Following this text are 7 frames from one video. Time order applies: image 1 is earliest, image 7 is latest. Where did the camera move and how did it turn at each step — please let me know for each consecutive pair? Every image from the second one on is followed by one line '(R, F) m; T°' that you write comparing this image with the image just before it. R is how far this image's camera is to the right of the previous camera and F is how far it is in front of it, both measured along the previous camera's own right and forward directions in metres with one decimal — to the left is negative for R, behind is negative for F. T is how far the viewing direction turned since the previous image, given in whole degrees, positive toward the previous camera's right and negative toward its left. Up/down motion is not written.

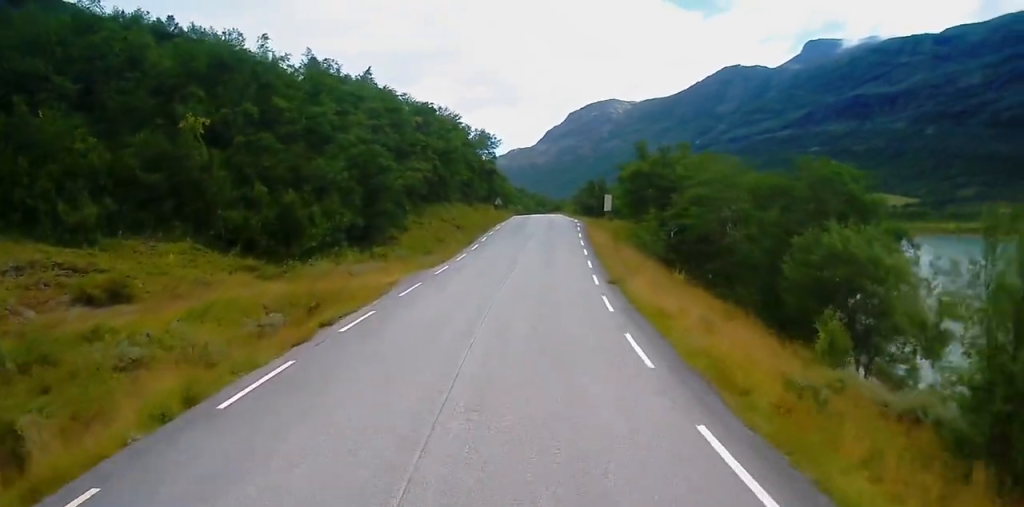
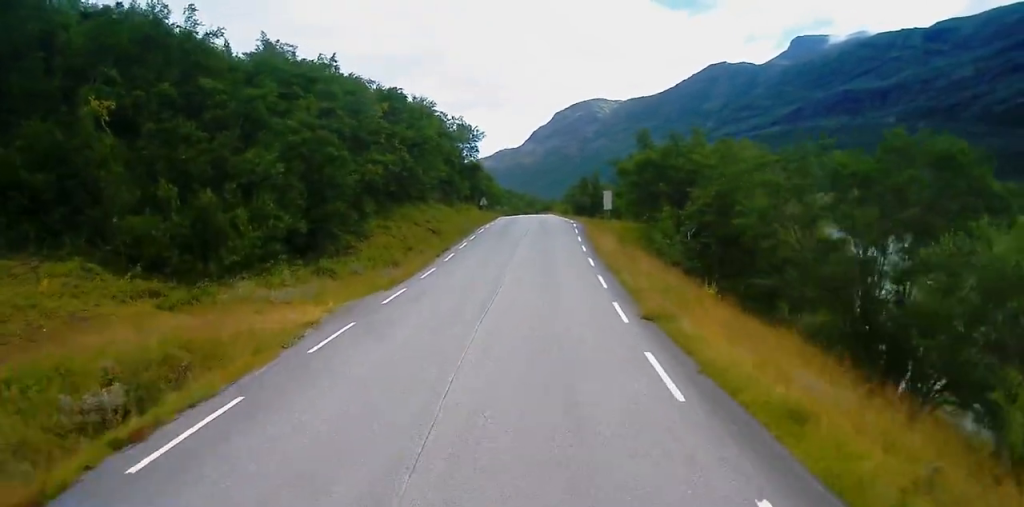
(-0.1, +8.3) m; +1°
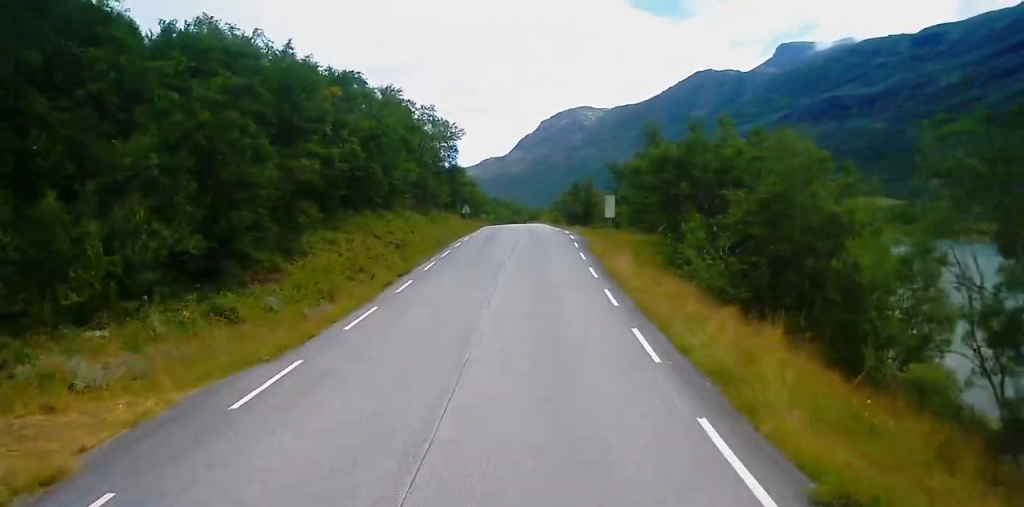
(+0.3, +9.5) m; +1°
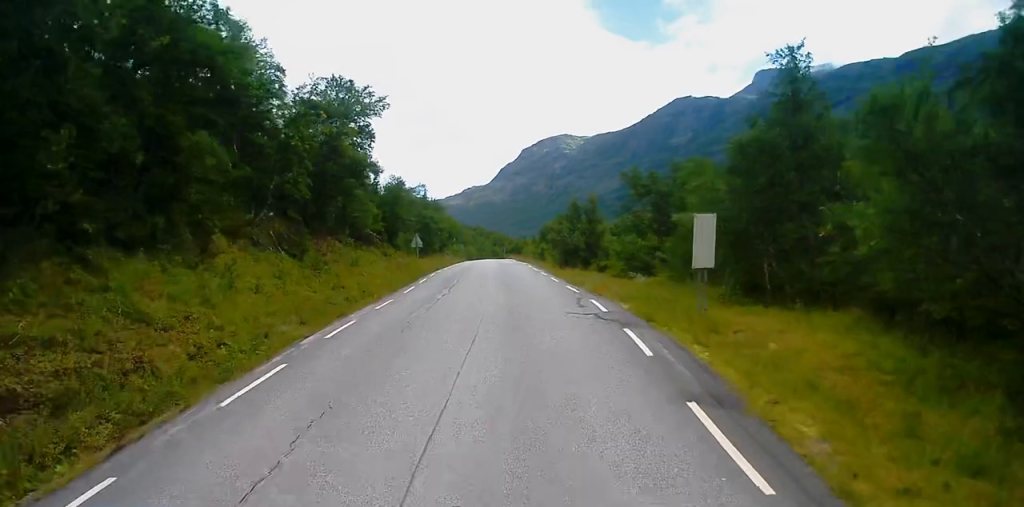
(+0.6, +29.2) m; 0°
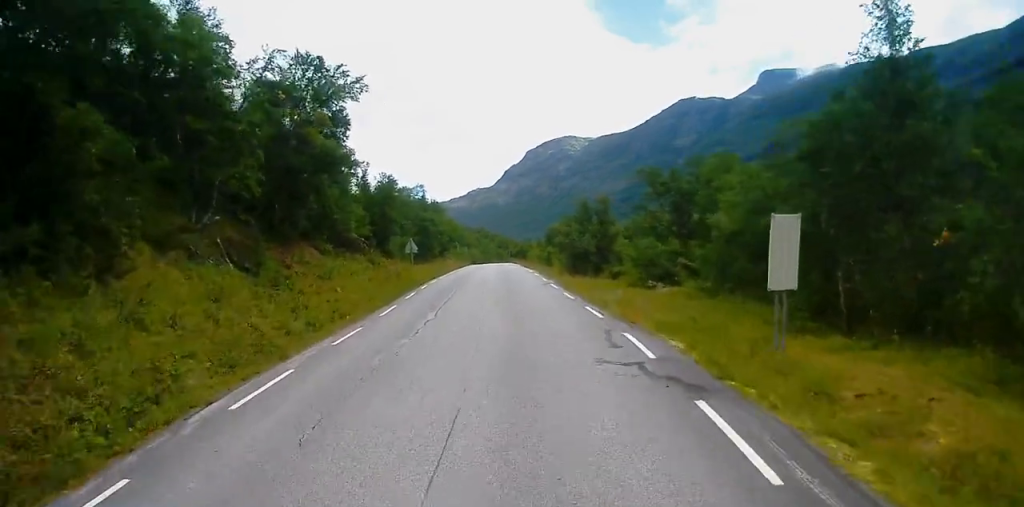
(-0.1, +5.8) m; -1°
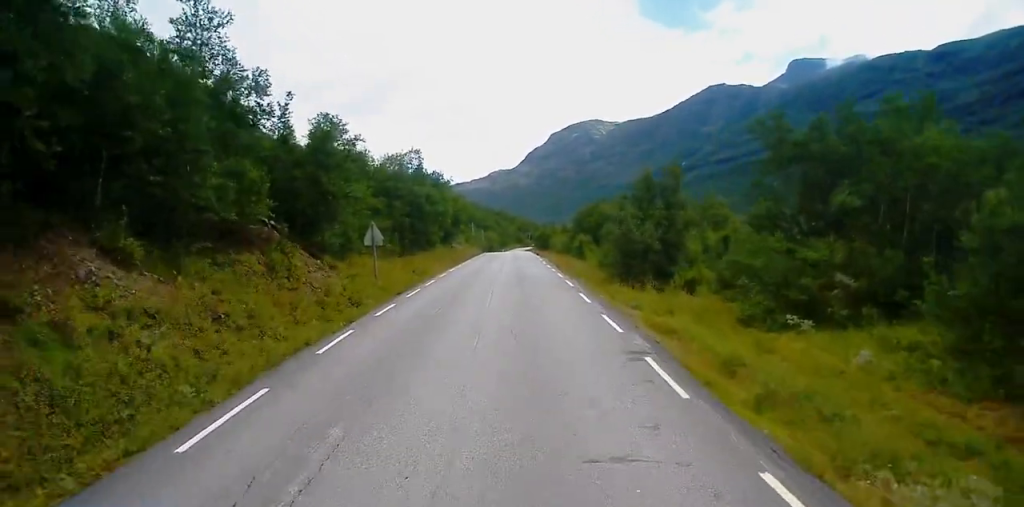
(-0.6, +20.6) m; 0°
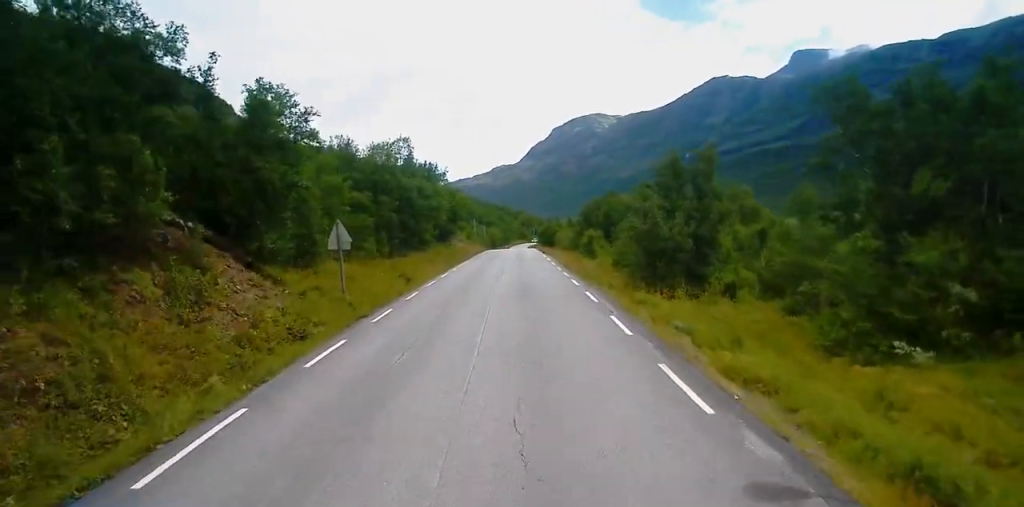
(+0.2, +7.1) m; 0°
